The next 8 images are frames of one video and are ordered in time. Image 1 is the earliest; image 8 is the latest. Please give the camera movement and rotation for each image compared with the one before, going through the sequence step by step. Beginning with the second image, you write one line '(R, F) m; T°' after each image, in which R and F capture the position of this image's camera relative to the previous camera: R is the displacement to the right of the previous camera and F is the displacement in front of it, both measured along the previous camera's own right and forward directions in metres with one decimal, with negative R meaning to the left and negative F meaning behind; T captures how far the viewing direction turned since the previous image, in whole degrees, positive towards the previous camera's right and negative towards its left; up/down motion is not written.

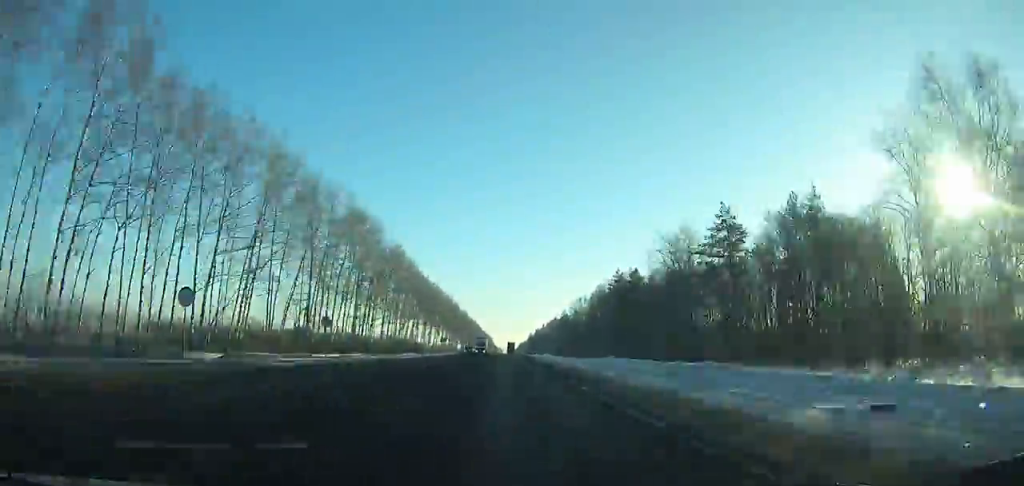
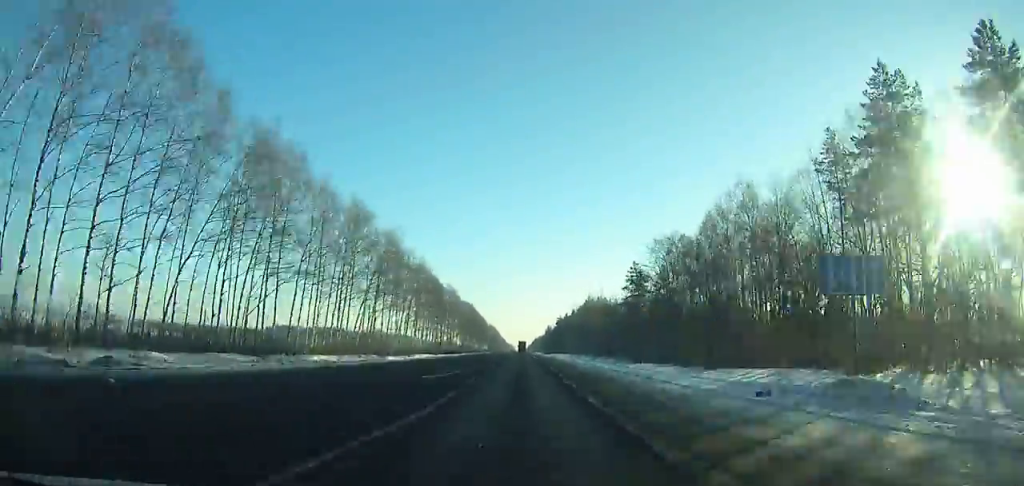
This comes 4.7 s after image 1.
(-0.6, +111.7) m; 0°
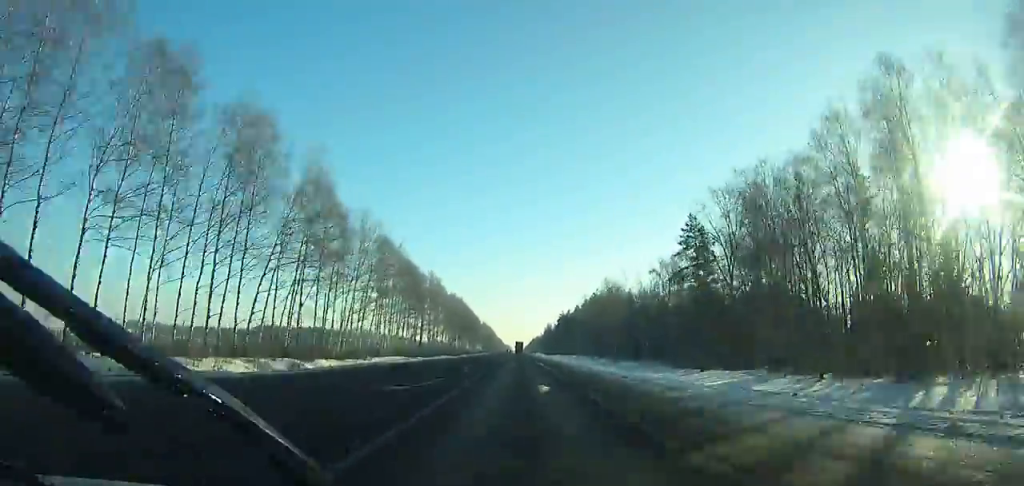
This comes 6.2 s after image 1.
(+0.2, +36.4) m; 0°
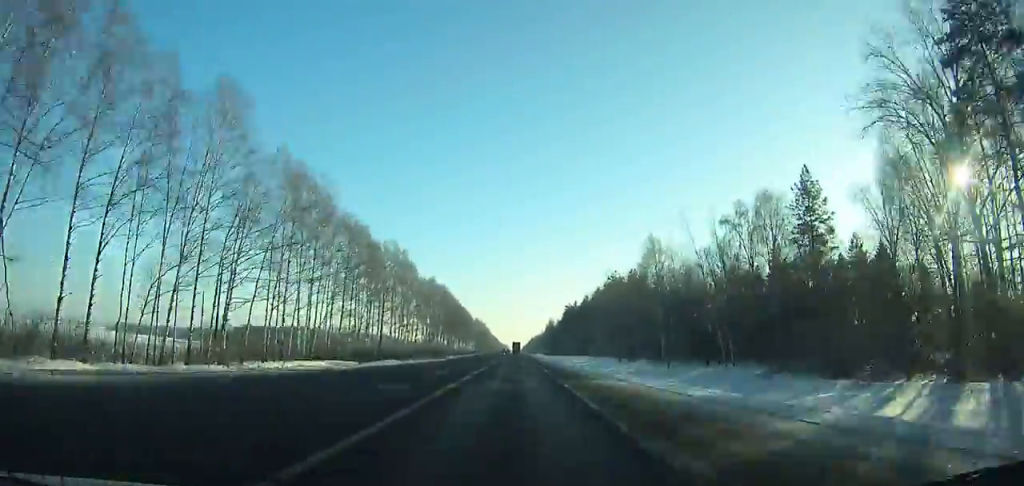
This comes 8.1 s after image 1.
(0.0, +46.6) m; 0°
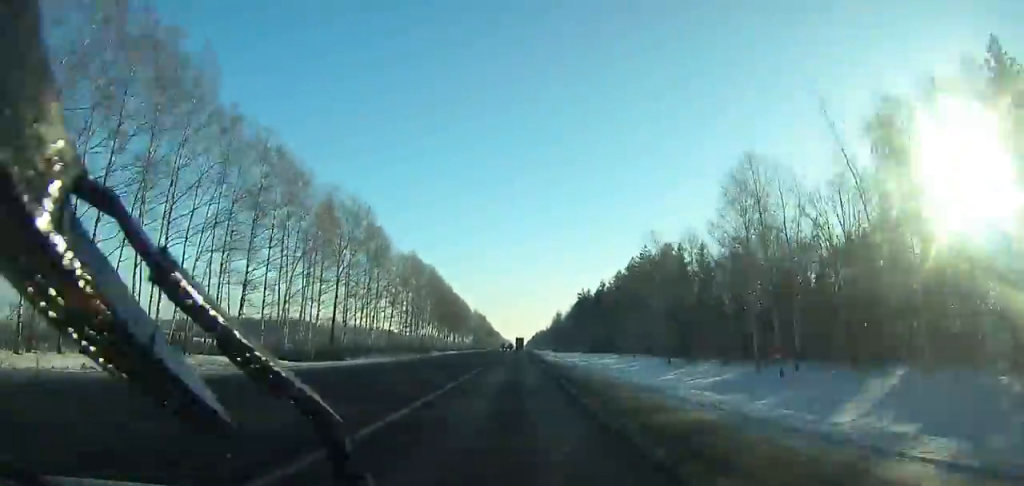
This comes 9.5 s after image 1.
(0.0, +34.4) m; 0°
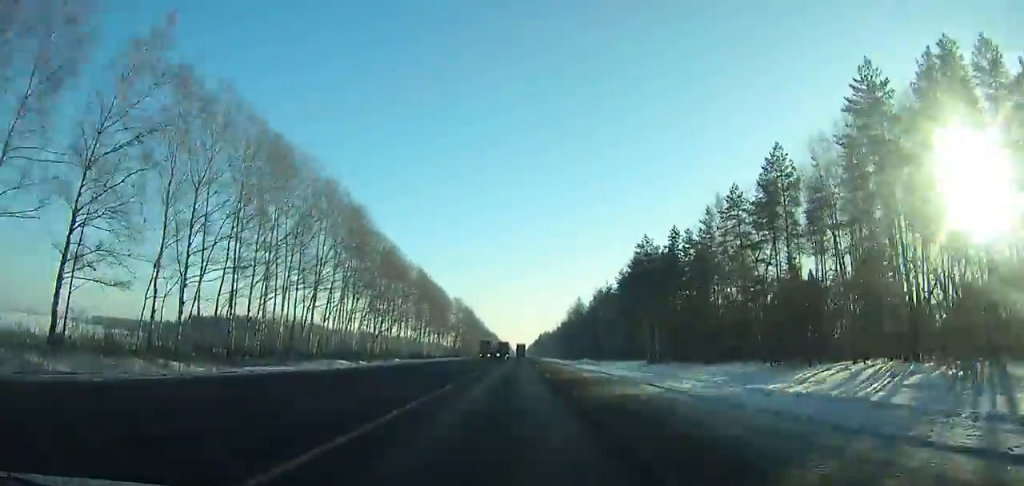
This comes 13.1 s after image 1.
(-0.2, +89.5) m; 0°
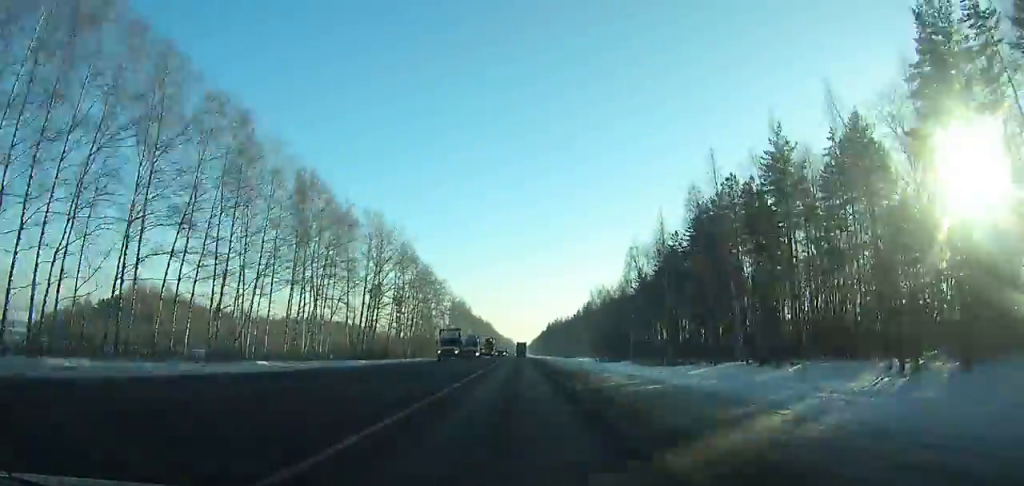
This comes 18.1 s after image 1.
(+0.1, +125.7) m; 0°
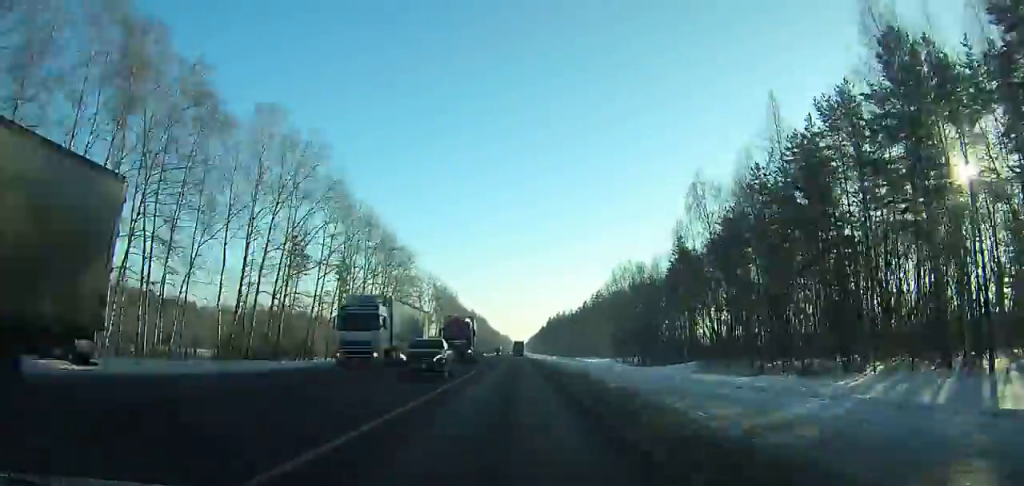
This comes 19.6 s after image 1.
(0.0, +38.3) m; 0°
